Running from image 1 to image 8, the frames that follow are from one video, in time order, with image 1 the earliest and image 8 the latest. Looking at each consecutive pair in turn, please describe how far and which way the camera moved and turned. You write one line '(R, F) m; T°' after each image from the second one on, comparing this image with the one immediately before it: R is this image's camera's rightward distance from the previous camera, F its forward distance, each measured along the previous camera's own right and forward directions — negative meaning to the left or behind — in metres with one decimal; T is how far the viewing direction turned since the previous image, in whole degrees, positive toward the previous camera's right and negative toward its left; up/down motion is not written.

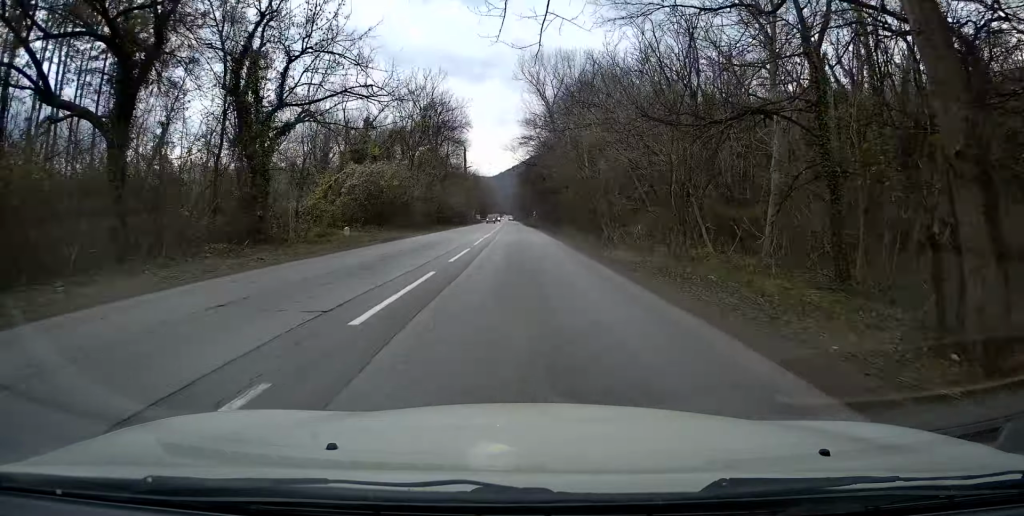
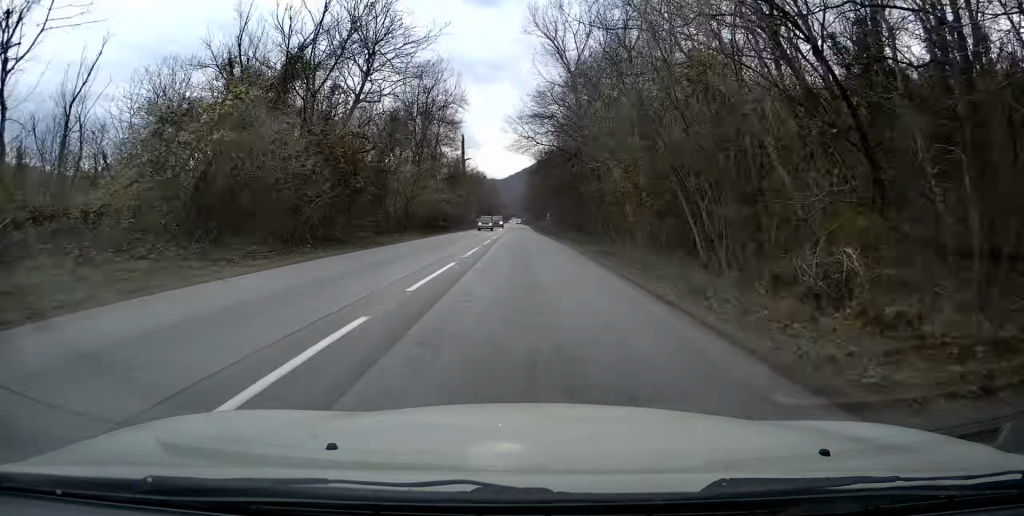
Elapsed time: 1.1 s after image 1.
(+0.1, +23.7) m; +1°
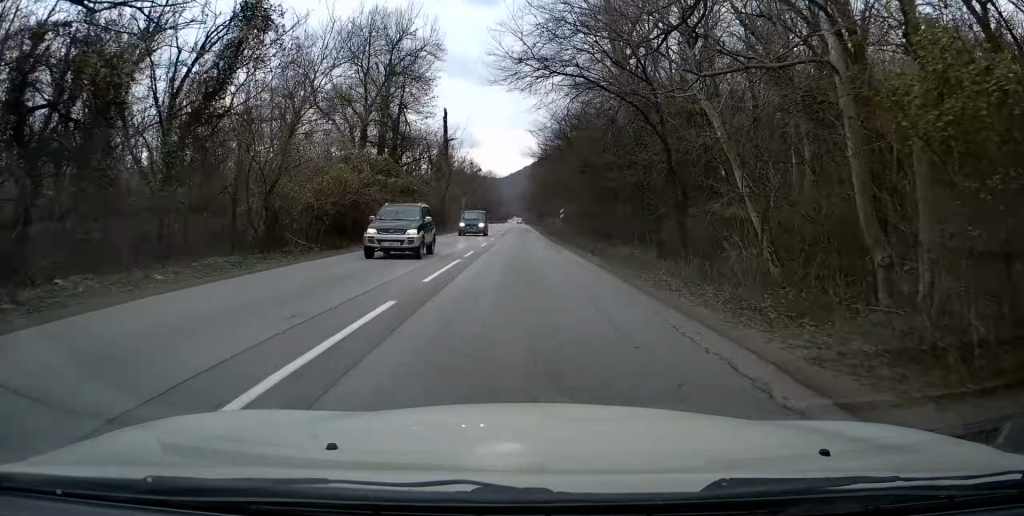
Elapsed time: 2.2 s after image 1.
(+0.2, +25.2) m; +1°
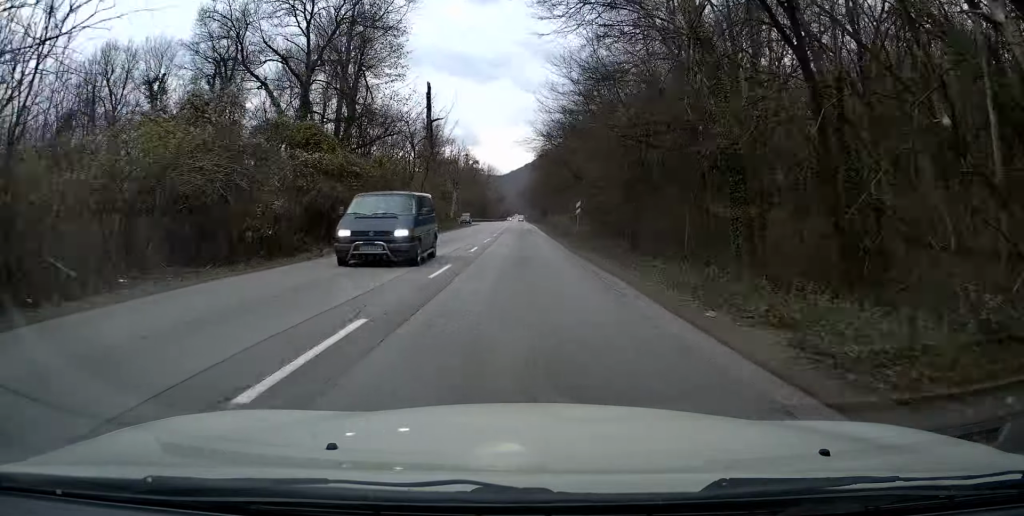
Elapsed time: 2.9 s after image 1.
(0.0, +14.9) m; 0°
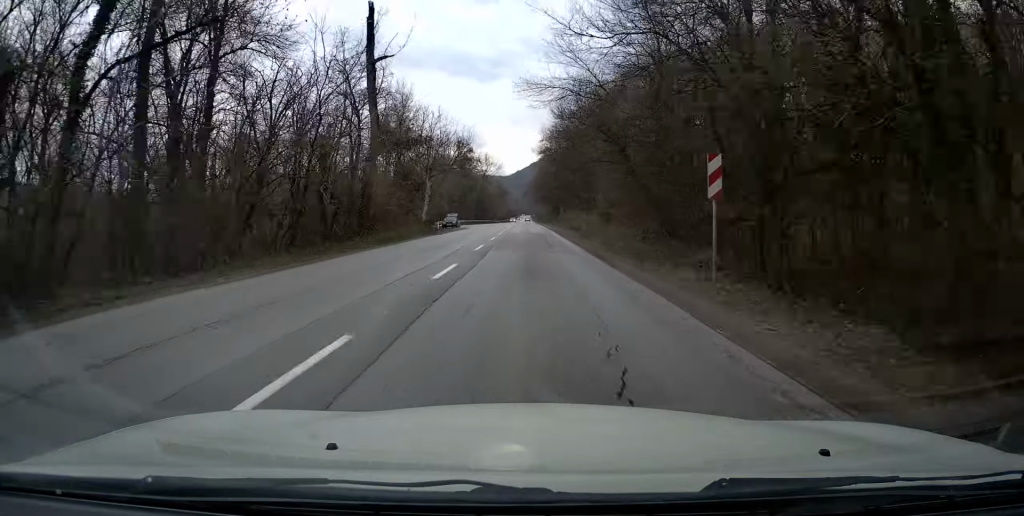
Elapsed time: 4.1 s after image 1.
(-0.1, +27.1) m; -1°
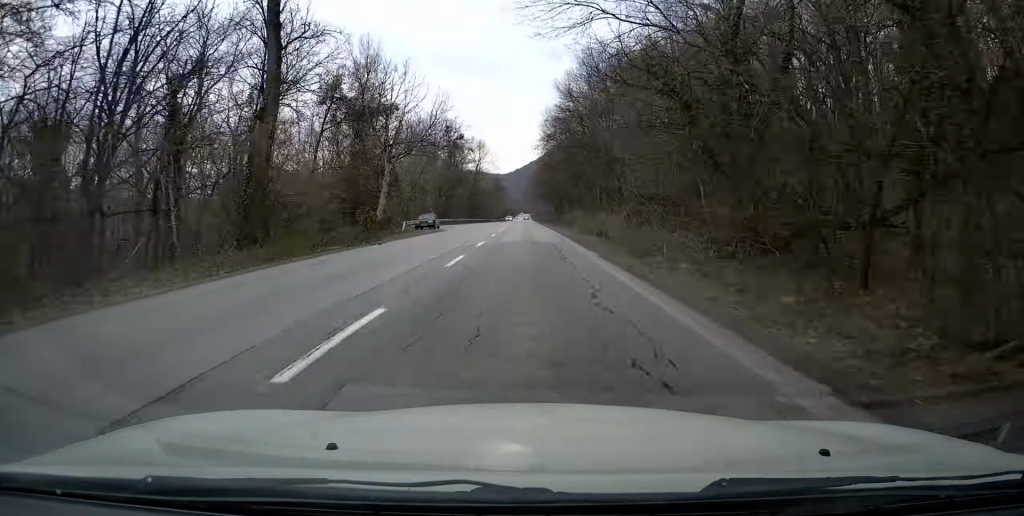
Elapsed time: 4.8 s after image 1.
(-0.1, +16.7) m; -1°
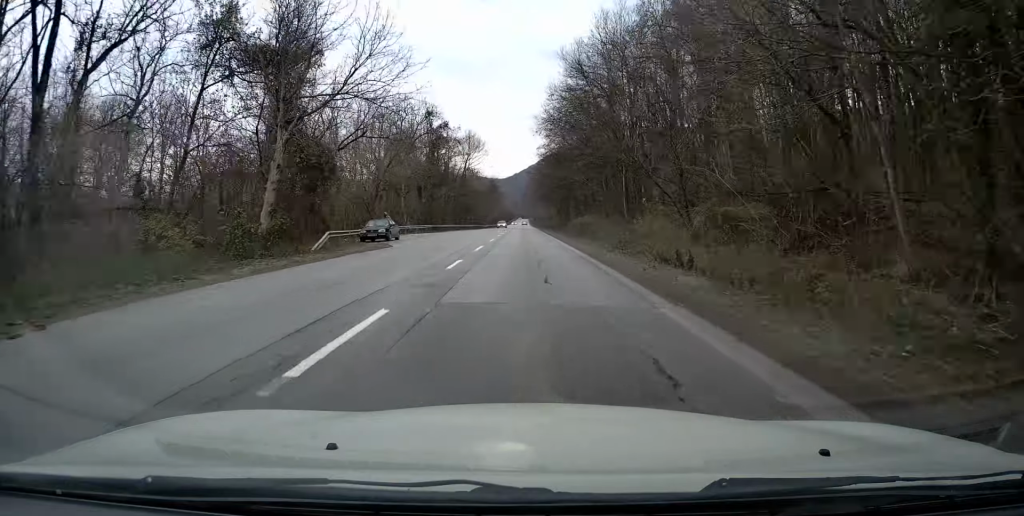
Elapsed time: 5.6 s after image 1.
(-0.2, +17.5) m; 0°
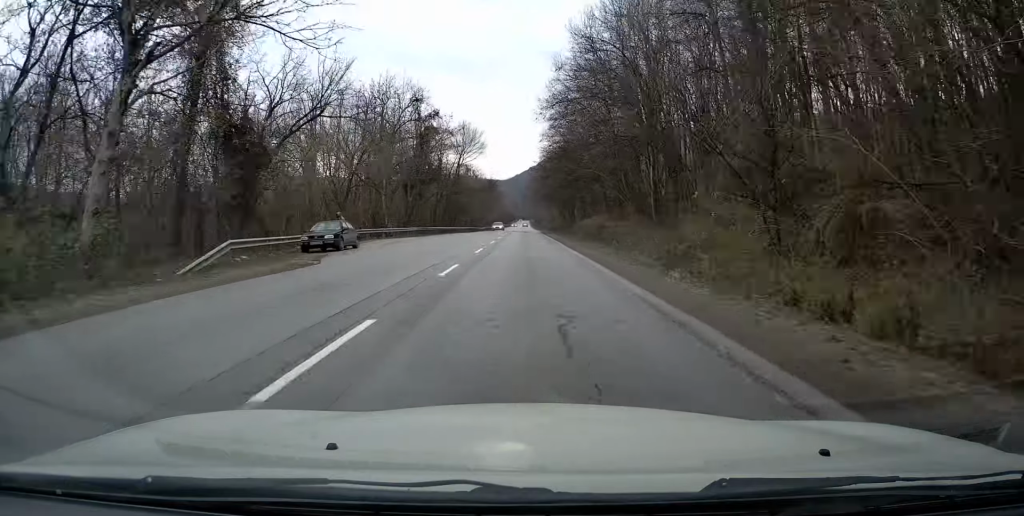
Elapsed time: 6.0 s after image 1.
(+0.1, +9.8) m; 0°
